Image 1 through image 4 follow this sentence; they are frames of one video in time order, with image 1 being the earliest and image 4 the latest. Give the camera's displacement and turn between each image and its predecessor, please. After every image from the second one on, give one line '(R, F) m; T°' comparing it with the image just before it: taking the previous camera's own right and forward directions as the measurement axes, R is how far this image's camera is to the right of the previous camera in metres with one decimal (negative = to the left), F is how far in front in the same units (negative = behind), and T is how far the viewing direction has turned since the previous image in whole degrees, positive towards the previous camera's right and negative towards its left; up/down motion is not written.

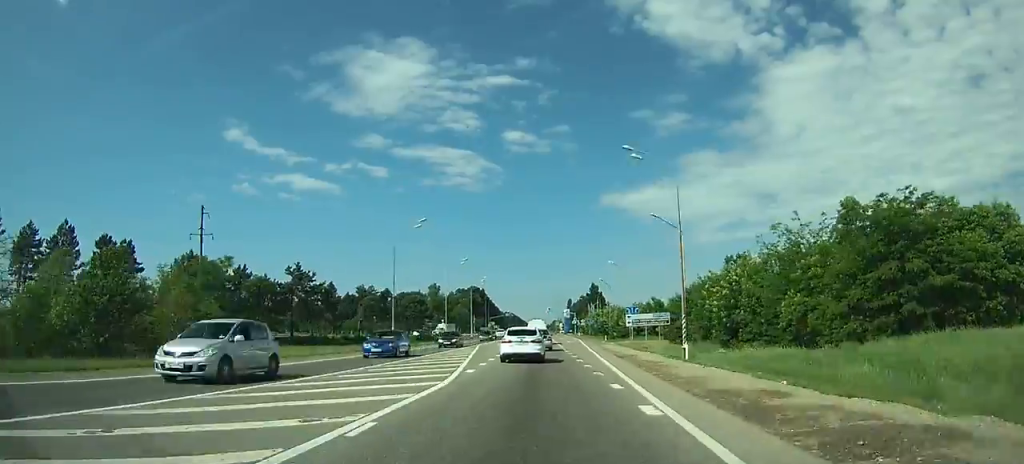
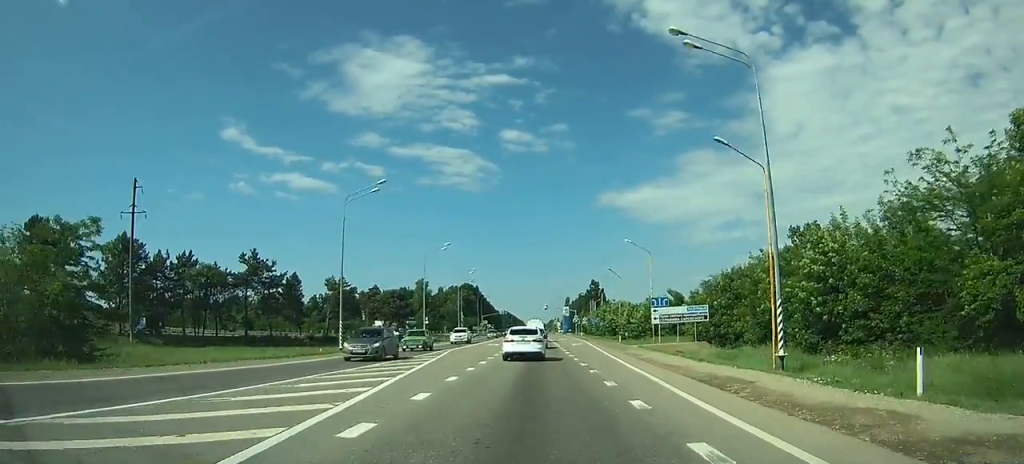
(0.0, +16.2) m; 0°
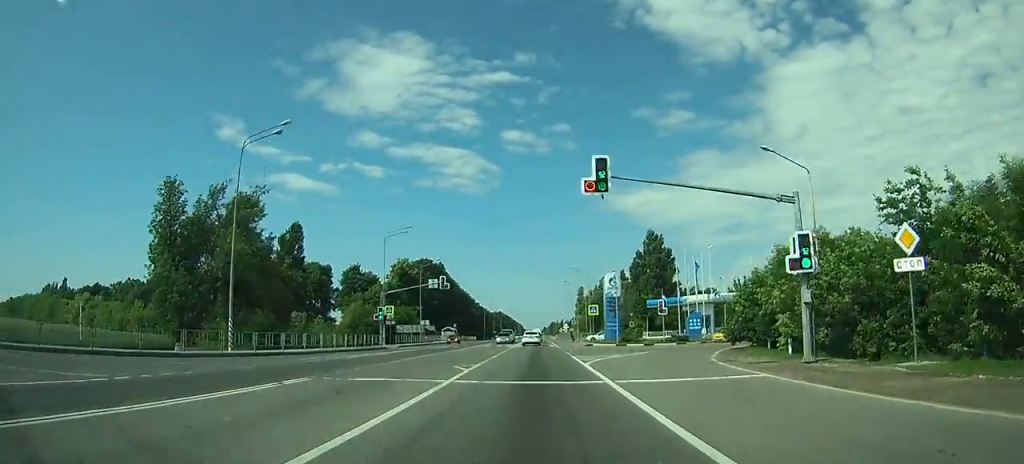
(-0.3, +113.1) m; 0°
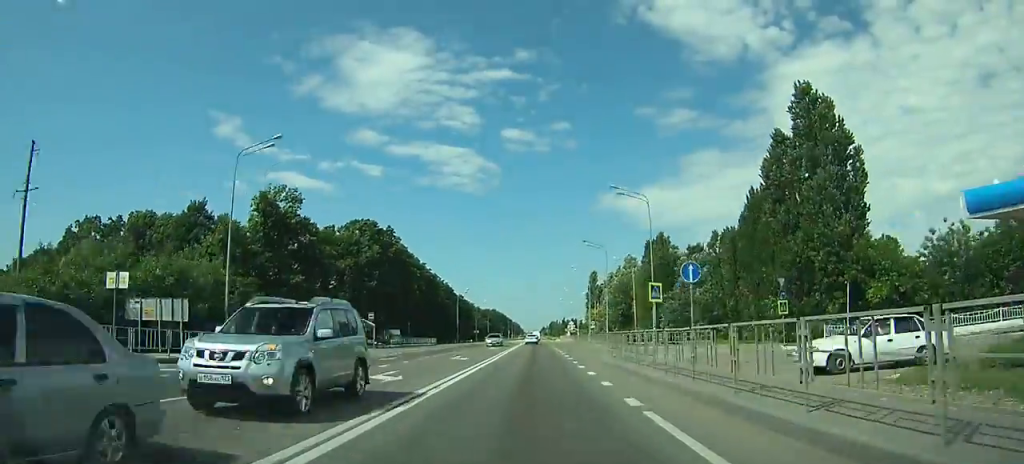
(-0.3, +65.2) m; 0°
